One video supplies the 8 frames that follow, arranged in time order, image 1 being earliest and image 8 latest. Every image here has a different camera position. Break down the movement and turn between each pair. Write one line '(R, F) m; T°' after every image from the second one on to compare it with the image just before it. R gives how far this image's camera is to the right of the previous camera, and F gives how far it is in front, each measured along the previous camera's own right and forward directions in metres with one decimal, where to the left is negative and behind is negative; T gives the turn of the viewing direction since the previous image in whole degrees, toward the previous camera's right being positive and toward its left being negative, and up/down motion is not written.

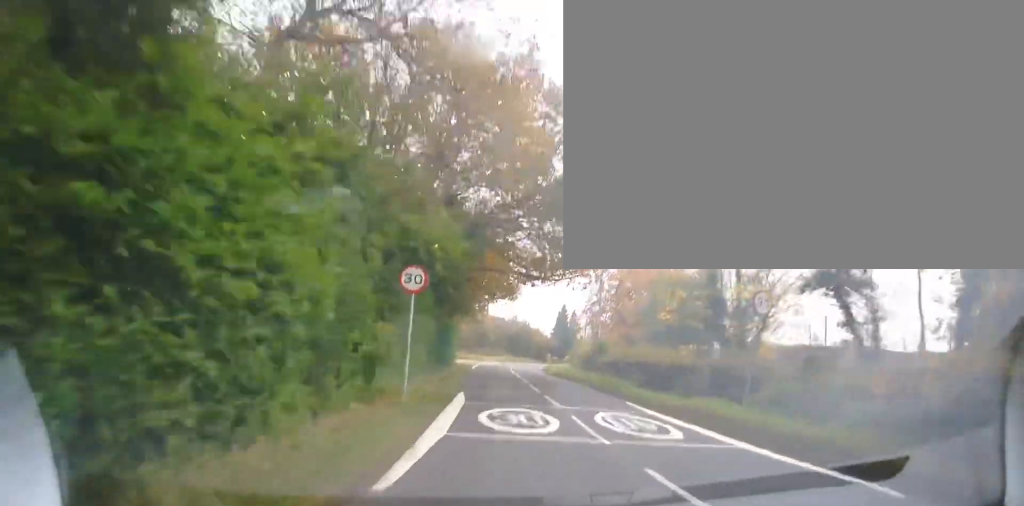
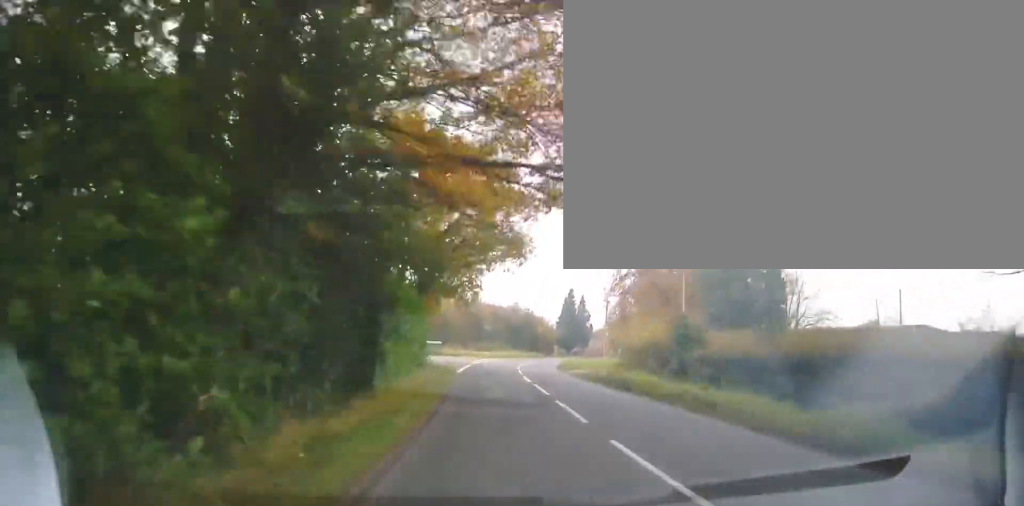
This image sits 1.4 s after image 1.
(-0.6, +17.5) m; -1°
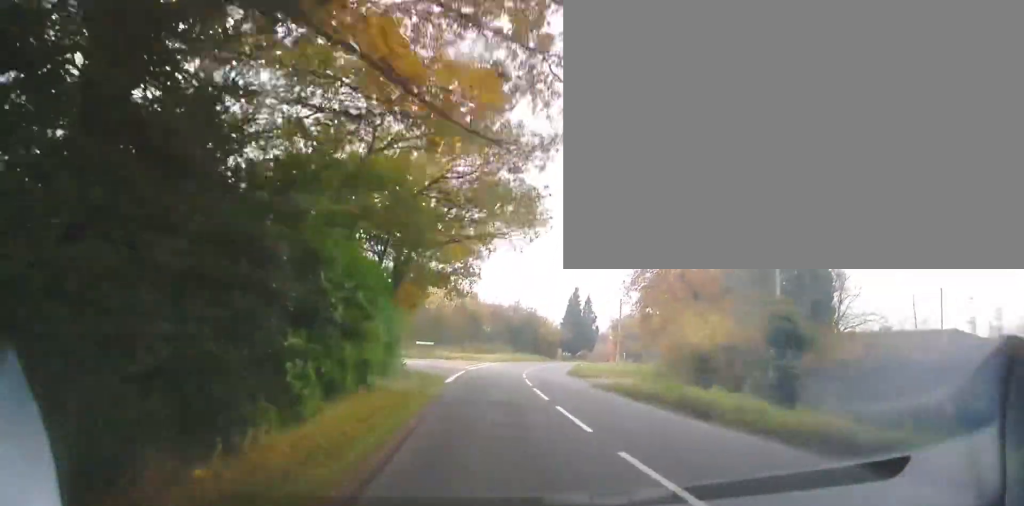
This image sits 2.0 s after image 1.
(-0.1, +7.2) m; +1°
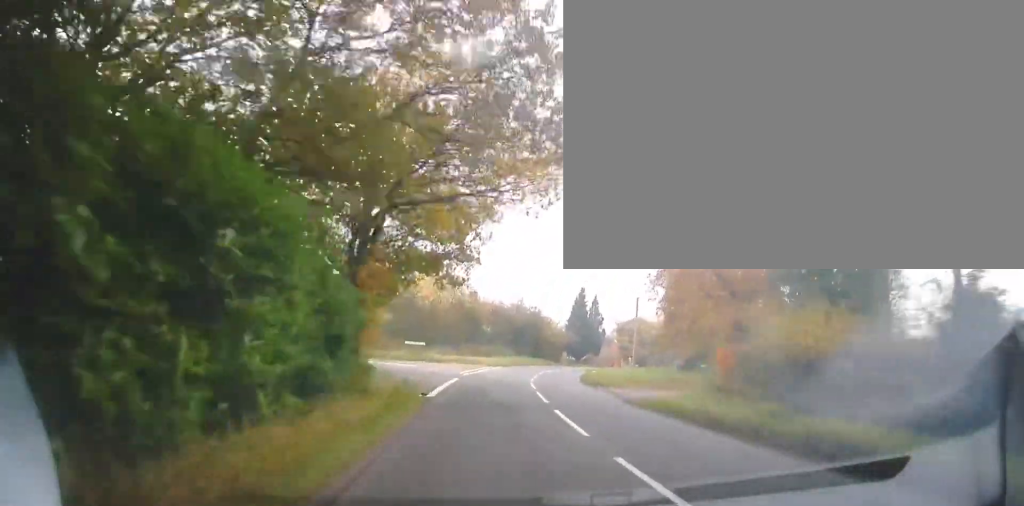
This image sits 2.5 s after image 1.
(+0.2, +5.8) m; +2°
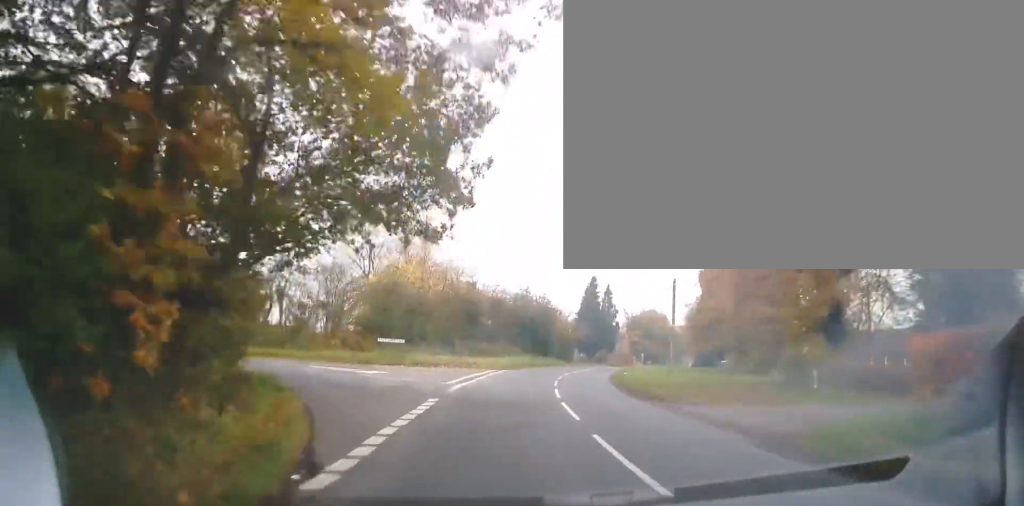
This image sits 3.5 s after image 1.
(+0.4, +10.6) m; +2°
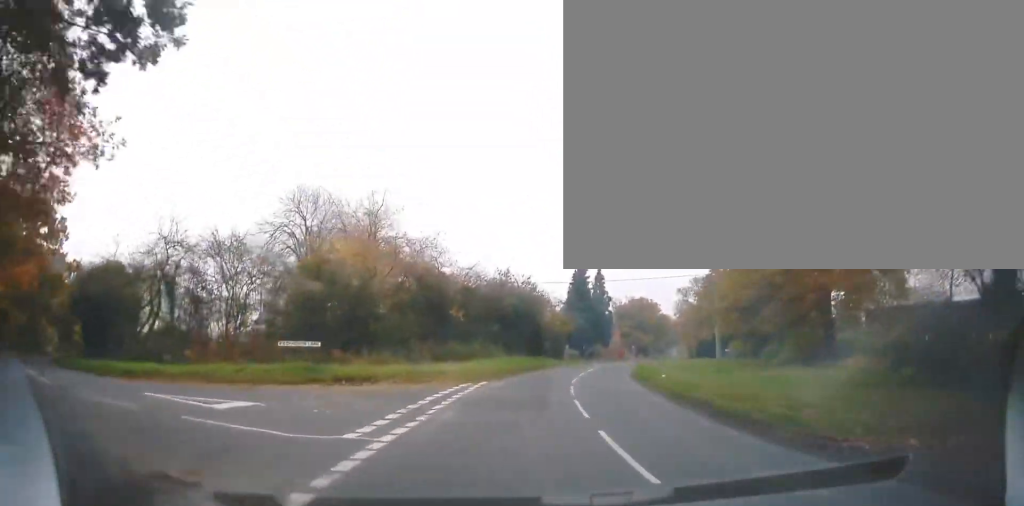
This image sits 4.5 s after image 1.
(+0.1, +11.4) m; +1°
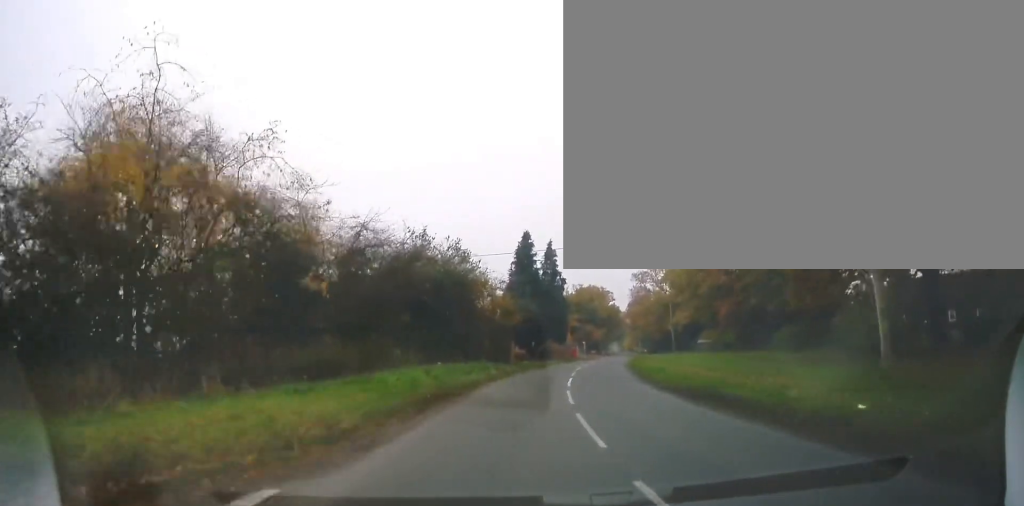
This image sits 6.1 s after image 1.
(+0.6, +17.3) m; +6°
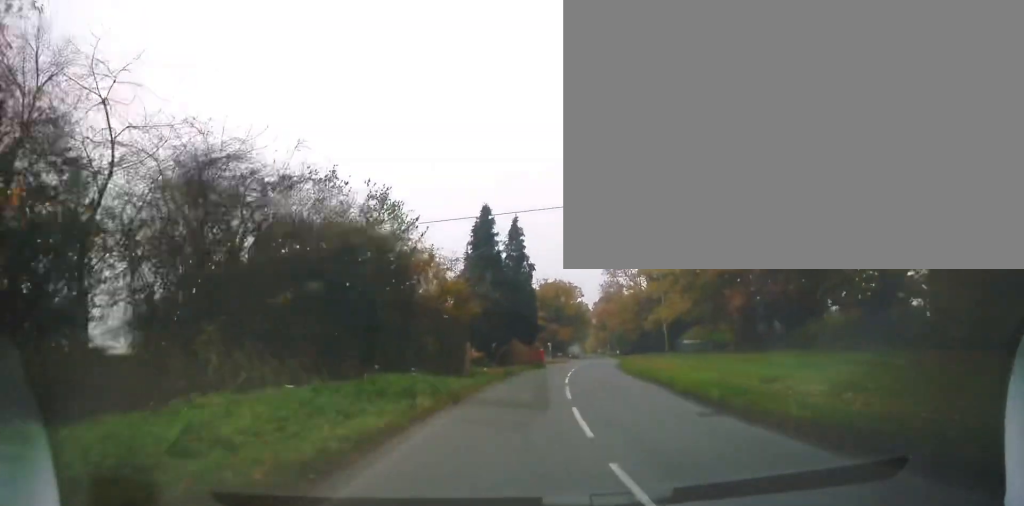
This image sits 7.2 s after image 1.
(+0.5, +11.5) m; +4°
